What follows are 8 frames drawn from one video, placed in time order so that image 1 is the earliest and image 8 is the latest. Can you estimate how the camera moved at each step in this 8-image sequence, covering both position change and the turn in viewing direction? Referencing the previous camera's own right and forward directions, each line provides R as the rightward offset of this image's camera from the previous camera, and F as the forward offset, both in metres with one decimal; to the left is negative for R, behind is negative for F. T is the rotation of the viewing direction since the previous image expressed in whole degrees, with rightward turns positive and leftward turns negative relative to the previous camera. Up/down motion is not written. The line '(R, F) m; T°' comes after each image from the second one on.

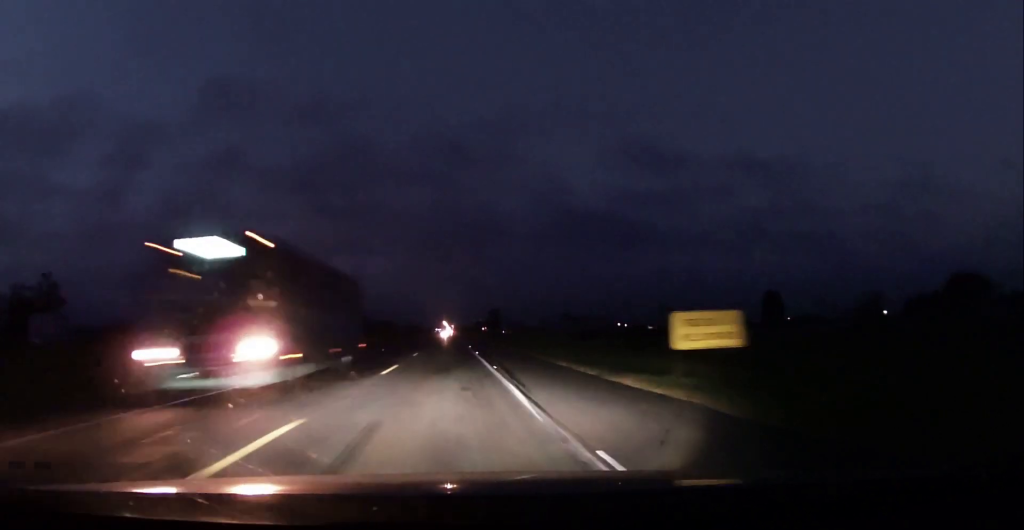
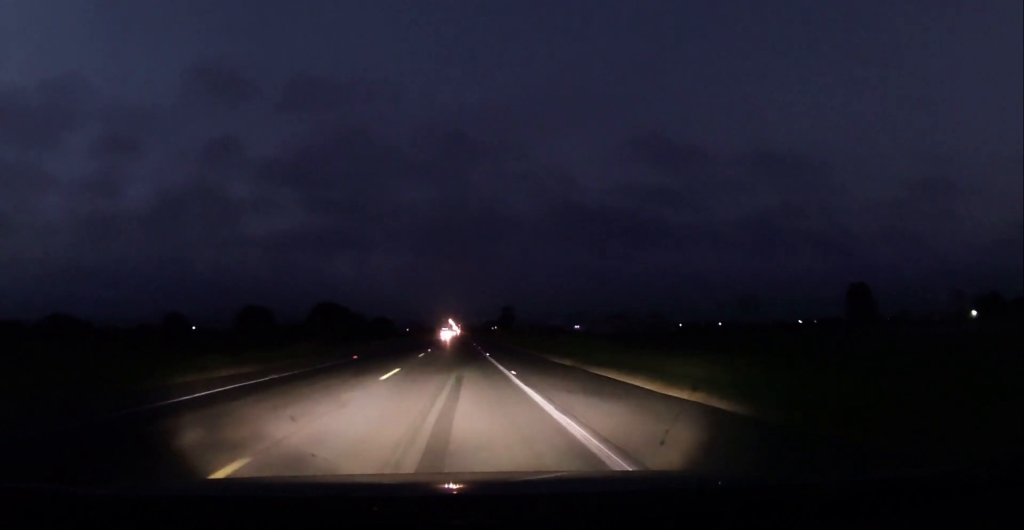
(-0.5, +50.1) m; -1°
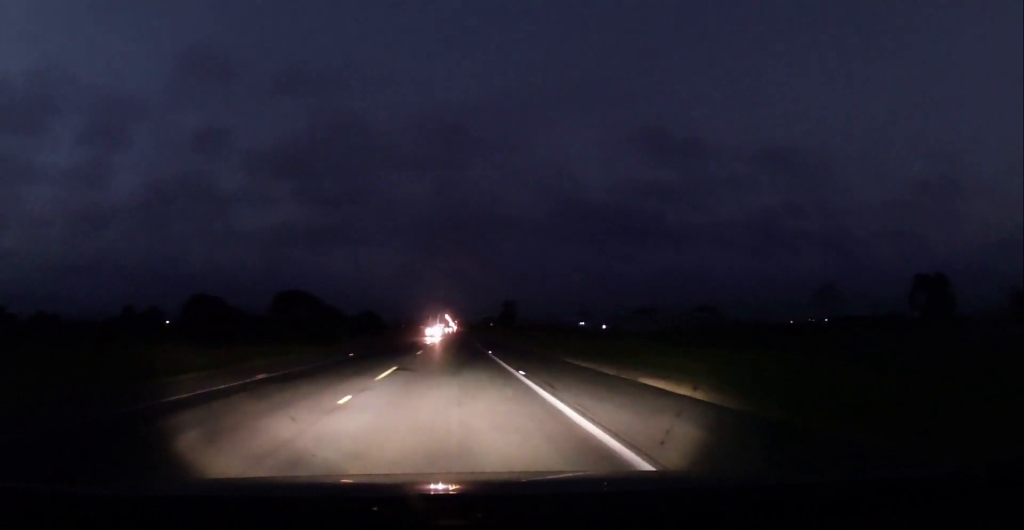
(0.0, +32.1) m; 0°
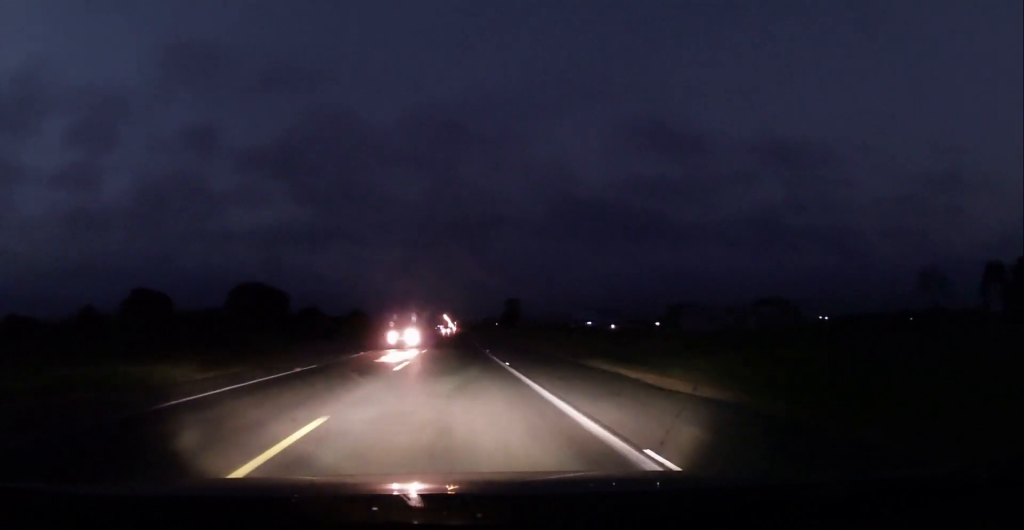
(0.0, +28.1) m; 0°
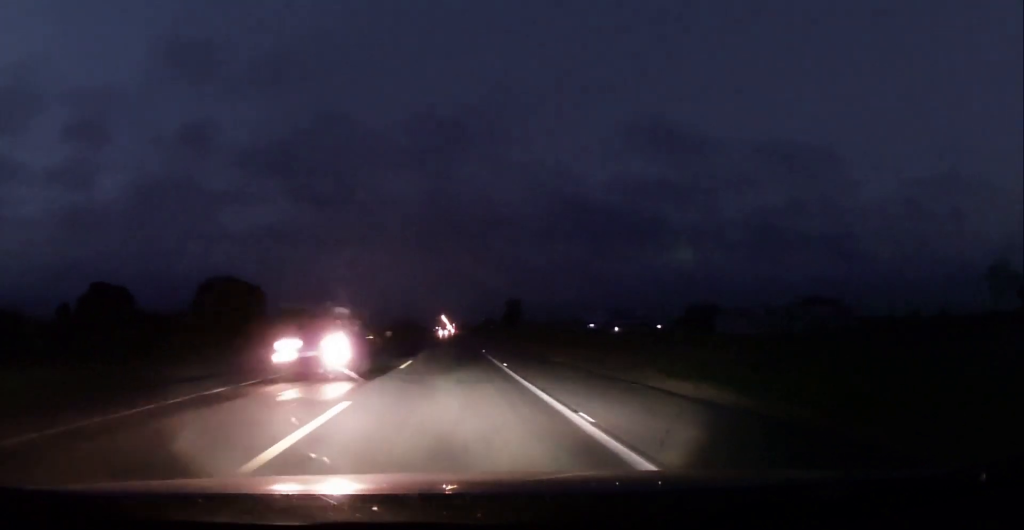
(0.0, +14.0) m; 0°
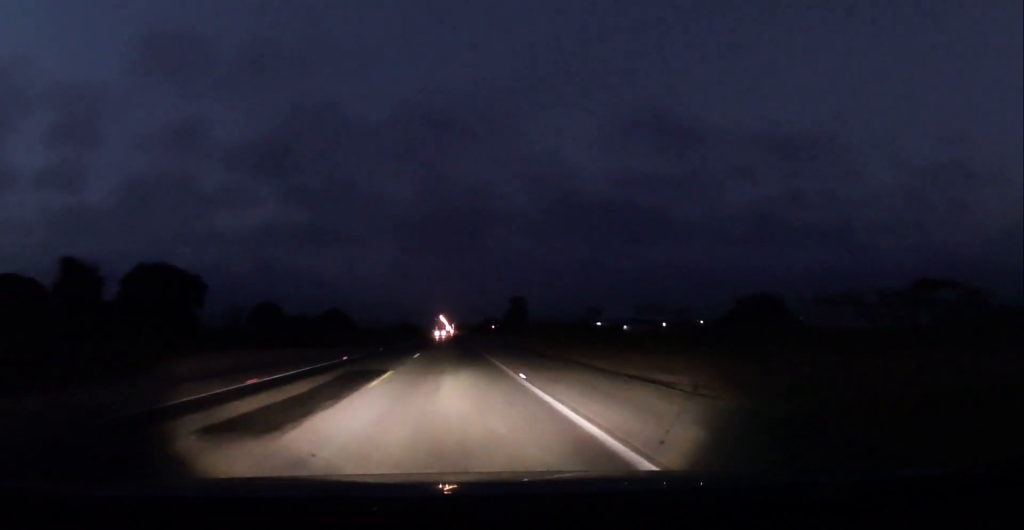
(0.0, +23.6) m; 0°
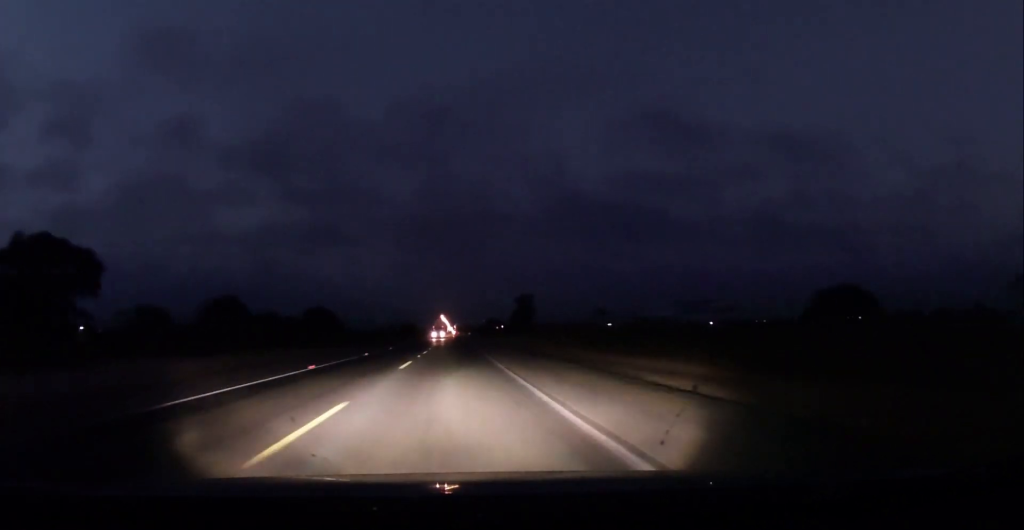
(-0.1, +24.3) m; 0°
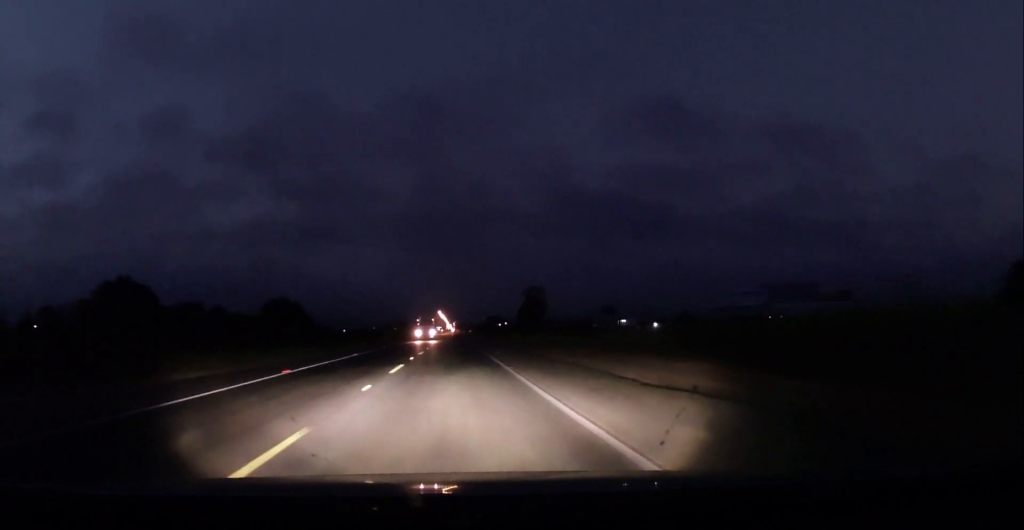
(+0.5, +34.9) m; 0°
